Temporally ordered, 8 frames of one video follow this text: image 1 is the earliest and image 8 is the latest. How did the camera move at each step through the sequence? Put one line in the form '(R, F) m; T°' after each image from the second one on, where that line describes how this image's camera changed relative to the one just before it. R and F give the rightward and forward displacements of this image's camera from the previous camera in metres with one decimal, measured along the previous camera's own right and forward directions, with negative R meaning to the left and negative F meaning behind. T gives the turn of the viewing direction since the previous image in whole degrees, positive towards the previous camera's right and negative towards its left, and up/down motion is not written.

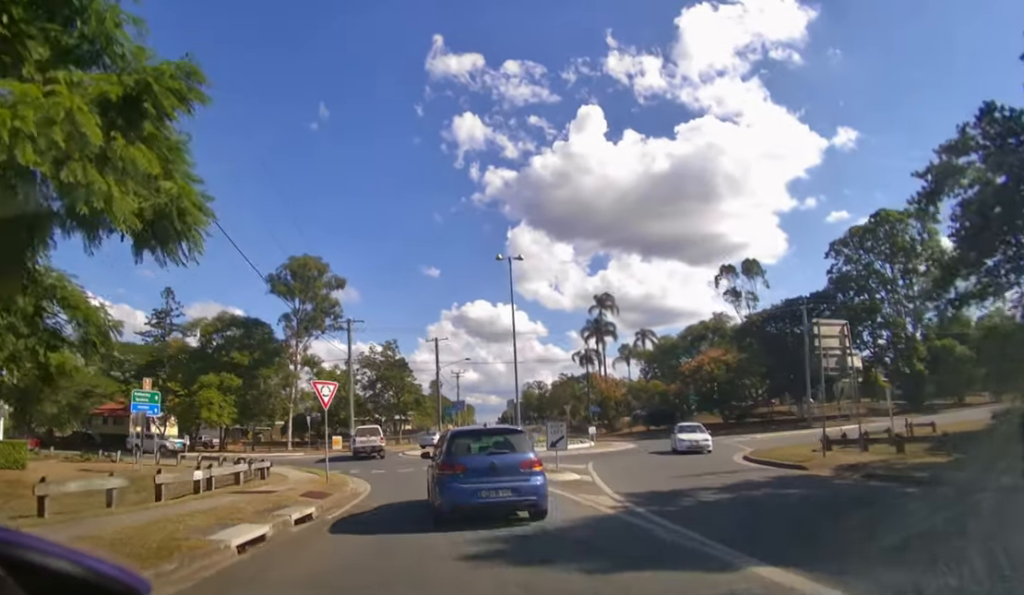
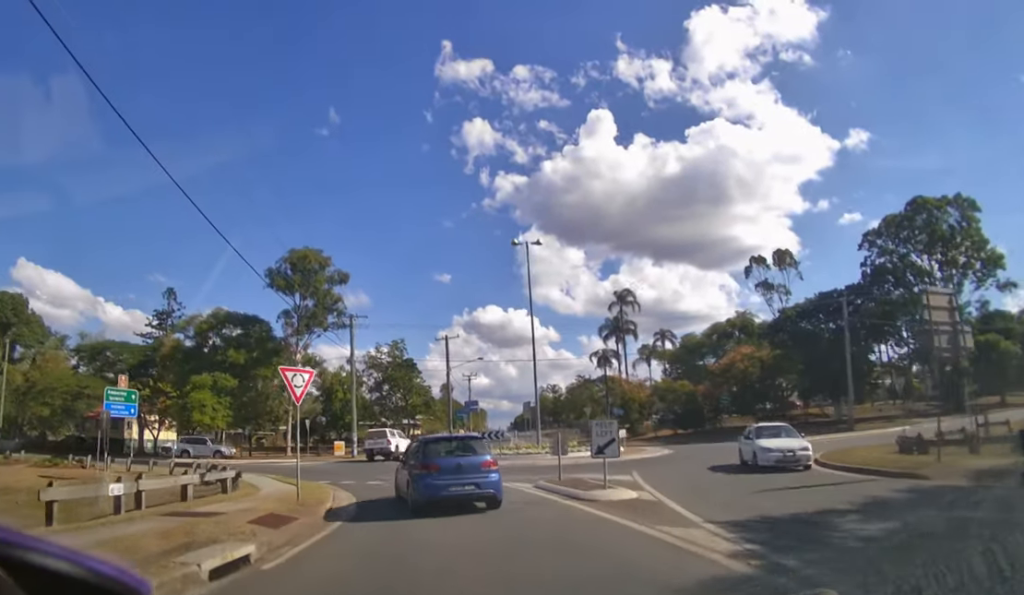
(0.0, +3.5) m; -2°
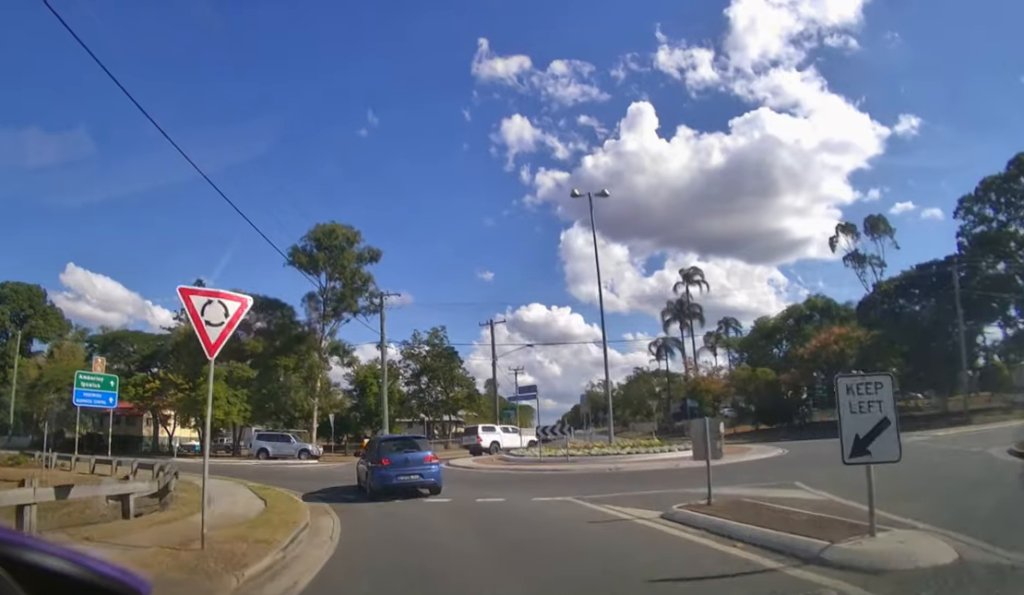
(-0.3, +5.6) m; -6°
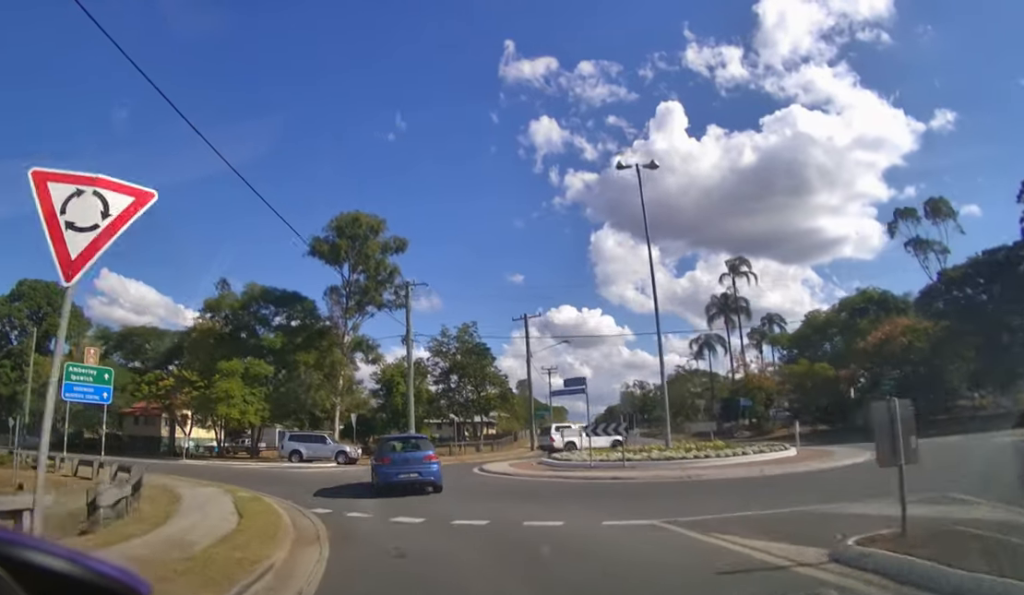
(-0.1, +2.3) m; -2°
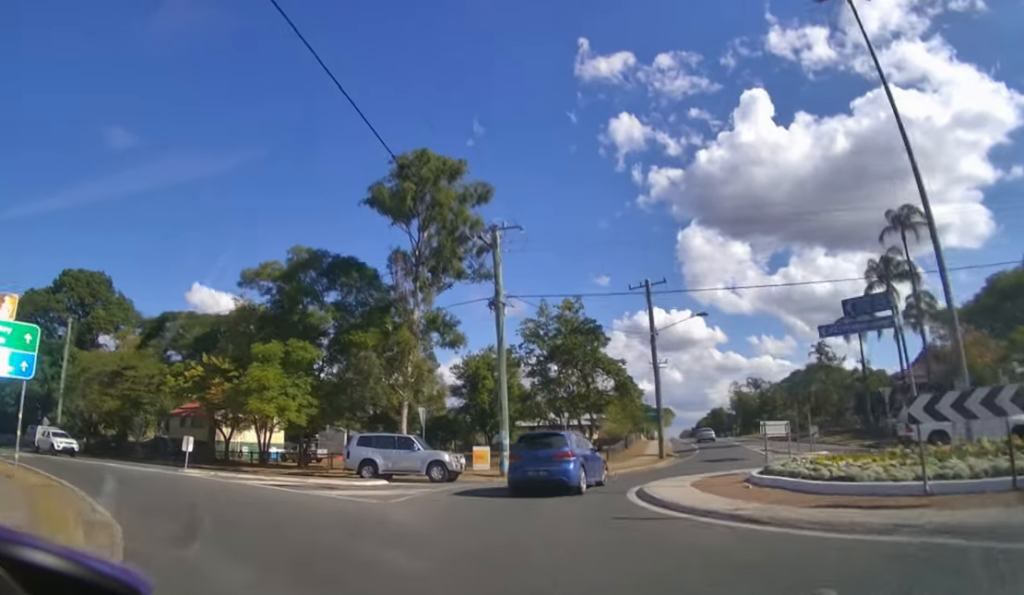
(-0.3, +7.3) m; -3°
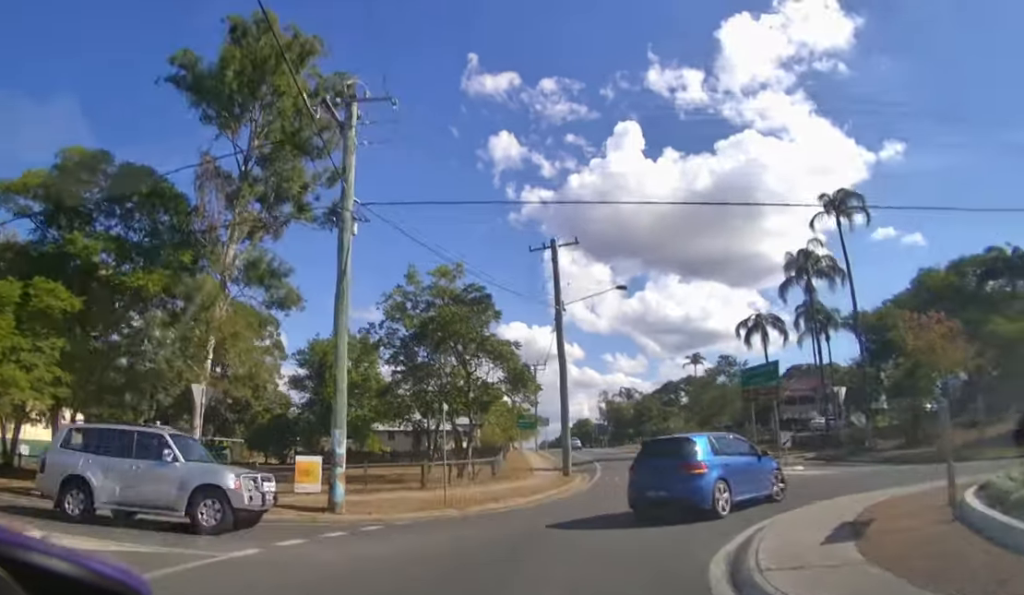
(+0.3, +8.8) m; +8°
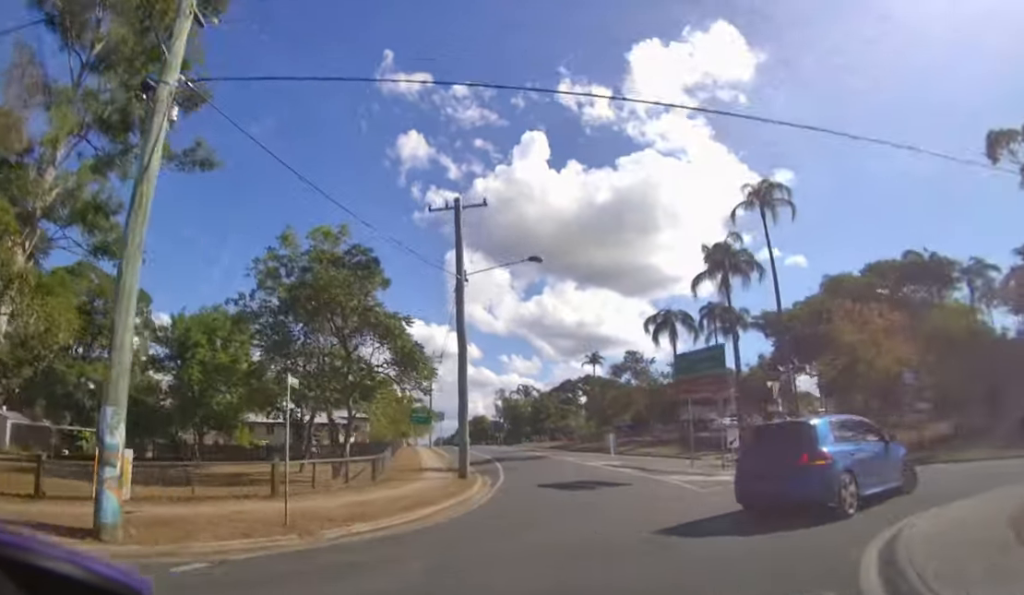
(+0.1, +4.8) m; +8°
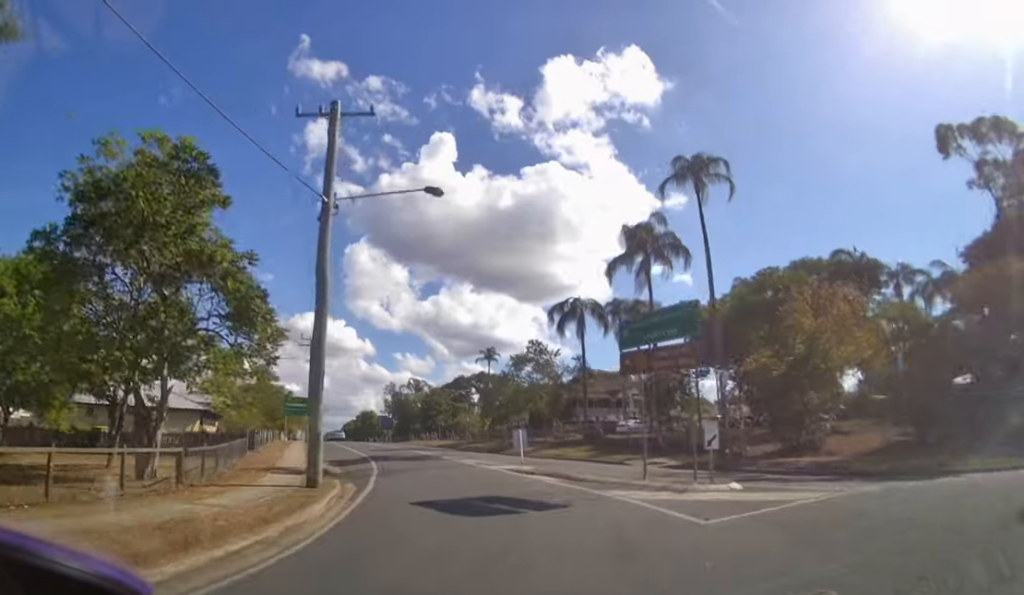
(+0.6, +5.8) m; +9°
